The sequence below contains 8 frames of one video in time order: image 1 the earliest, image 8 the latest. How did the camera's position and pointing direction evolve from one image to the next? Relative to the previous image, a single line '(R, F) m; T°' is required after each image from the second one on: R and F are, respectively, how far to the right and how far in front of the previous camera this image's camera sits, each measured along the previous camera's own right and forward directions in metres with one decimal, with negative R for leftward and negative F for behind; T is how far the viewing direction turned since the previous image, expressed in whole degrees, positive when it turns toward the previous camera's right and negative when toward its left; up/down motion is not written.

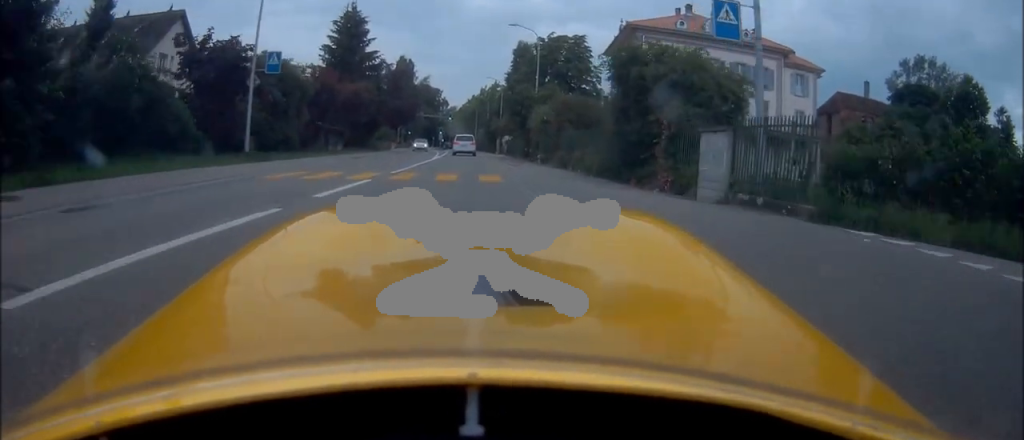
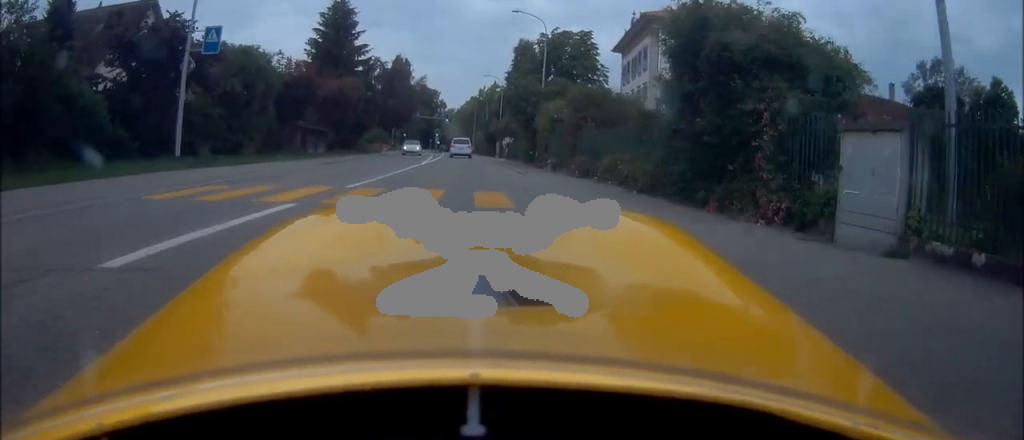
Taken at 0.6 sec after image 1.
(0.0, +4.9) m; 0°
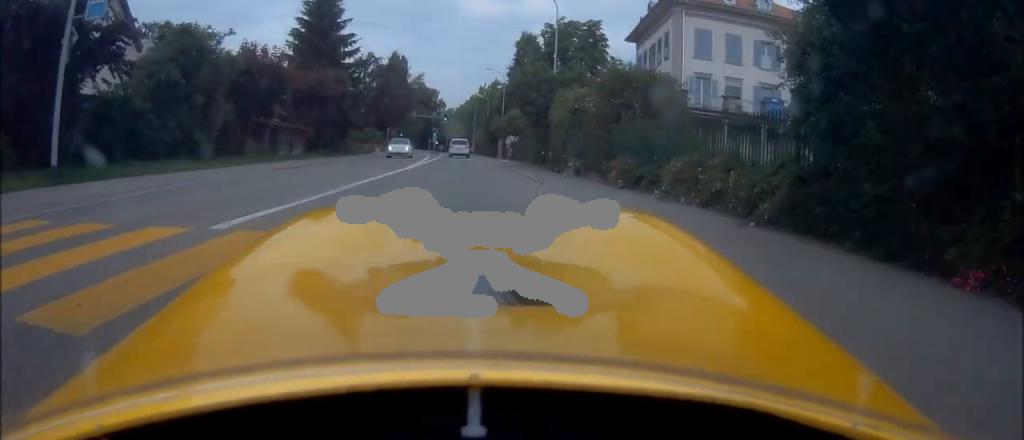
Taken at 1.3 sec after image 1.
(0.0, +5.4) m; 0°
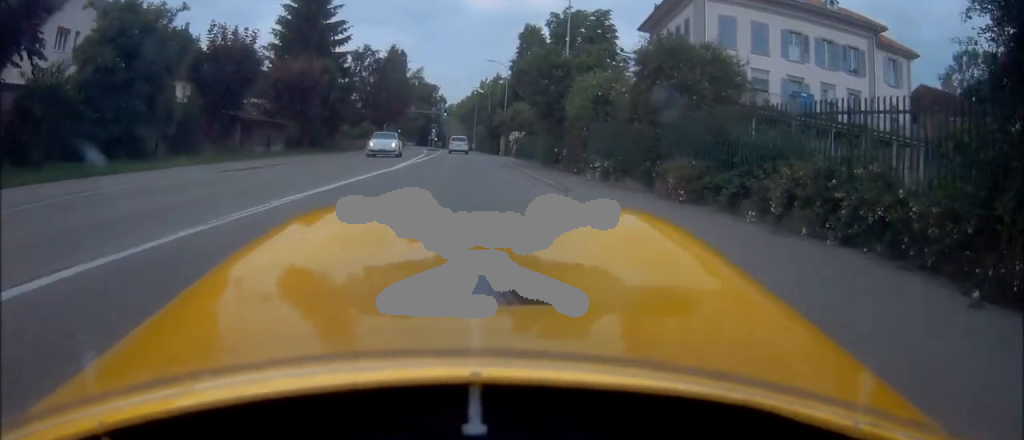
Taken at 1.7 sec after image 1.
(0.0, +3.8) m; 0°
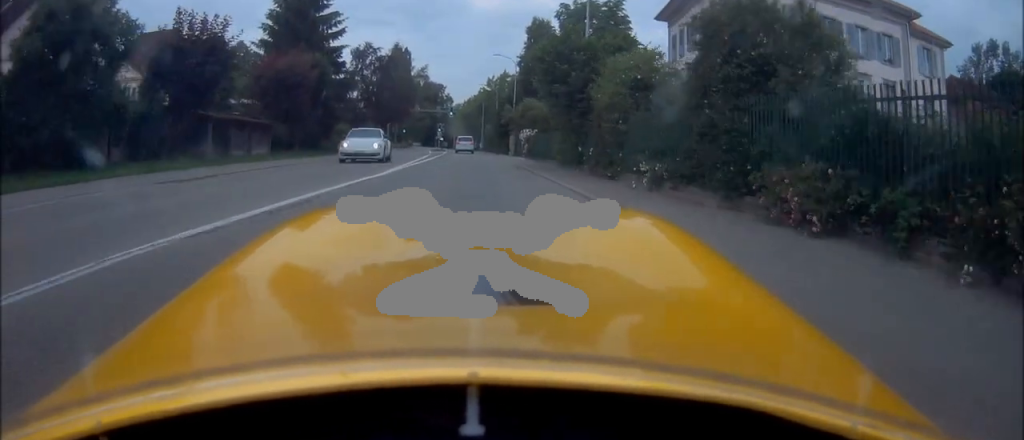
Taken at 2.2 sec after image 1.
(0.0, +3.5) m; 0°
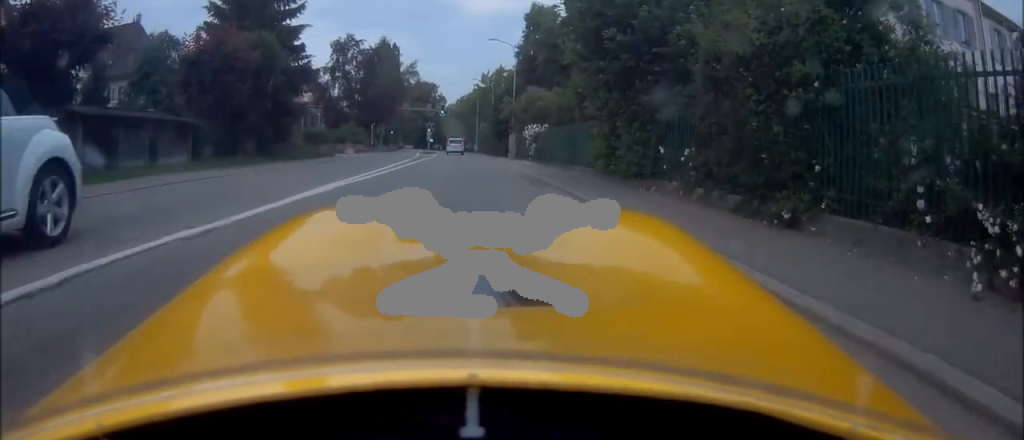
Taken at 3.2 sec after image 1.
(+0.1, +8.1) m; 0°
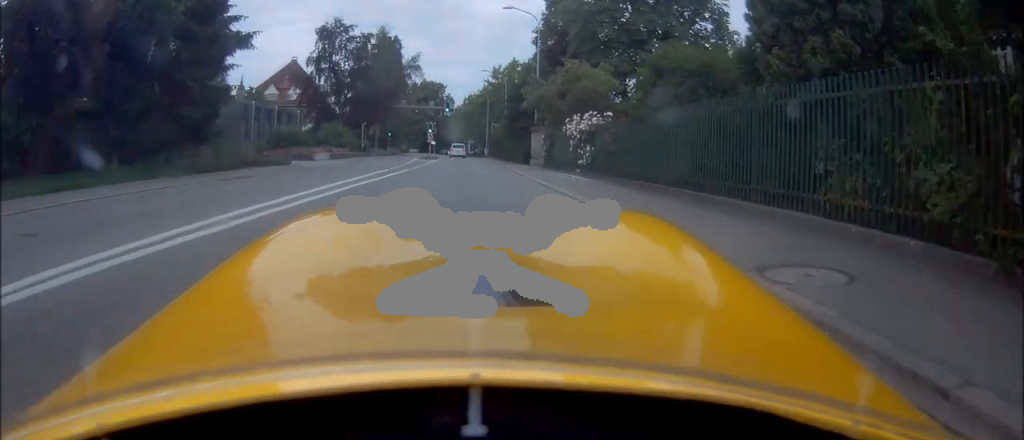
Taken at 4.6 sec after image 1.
(-0.2, +11.4) m; 0°
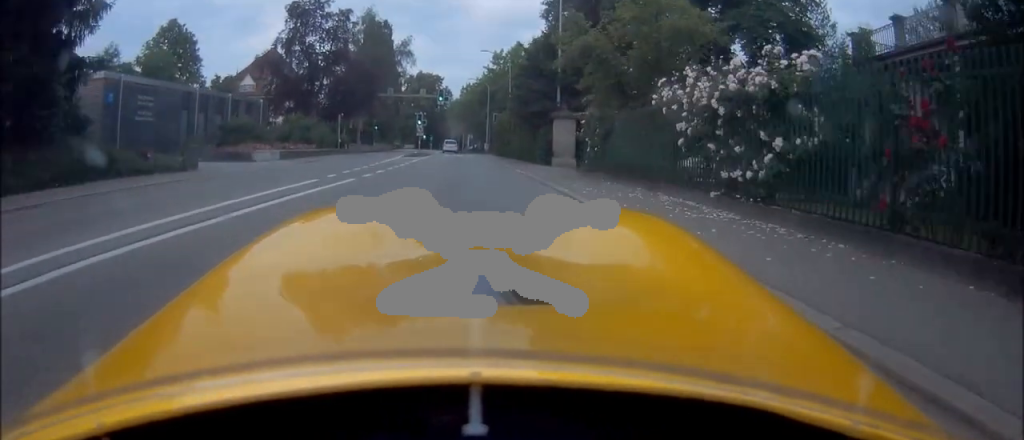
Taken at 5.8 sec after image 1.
(+0.1, +10.1) m; 0°
